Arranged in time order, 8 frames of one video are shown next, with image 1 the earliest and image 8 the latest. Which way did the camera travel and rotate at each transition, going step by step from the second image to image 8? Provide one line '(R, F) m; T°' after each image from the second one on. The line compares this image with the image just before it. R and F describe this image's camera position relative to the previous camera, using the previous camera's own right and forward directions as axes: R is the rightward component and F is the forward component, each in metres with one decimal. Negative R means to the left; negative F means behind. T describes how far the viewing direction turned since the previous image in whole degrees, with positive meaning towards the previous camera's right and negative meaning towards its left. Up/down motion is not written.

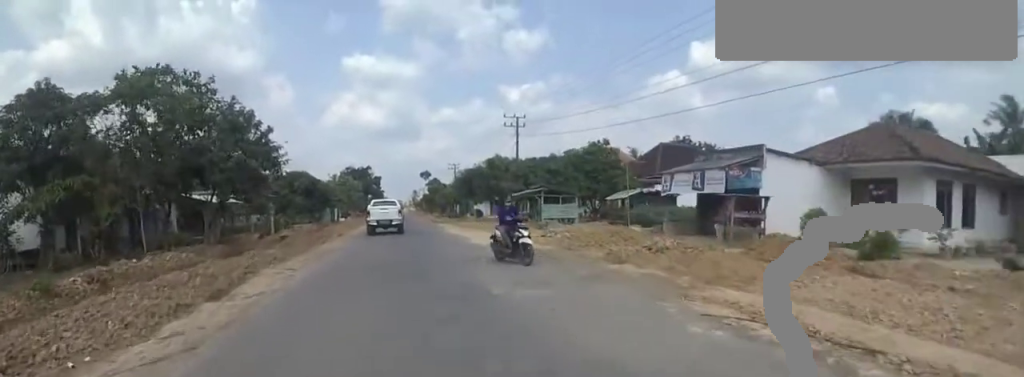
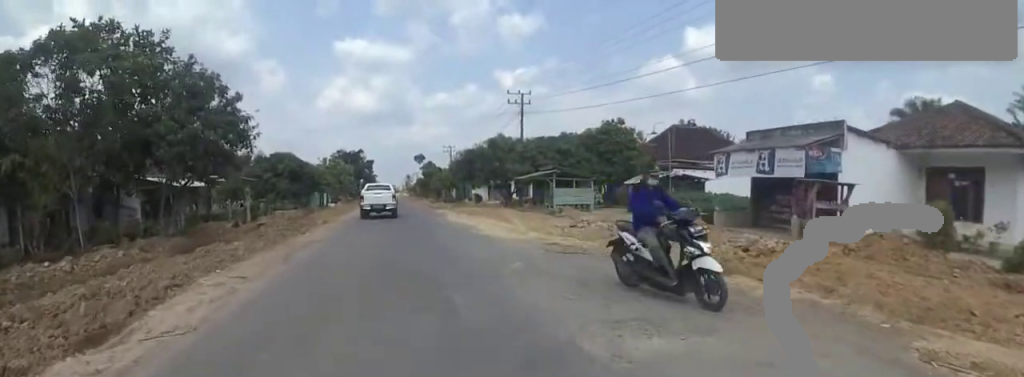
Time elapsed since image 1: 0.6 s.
(0.0, +3.8) m; 0°
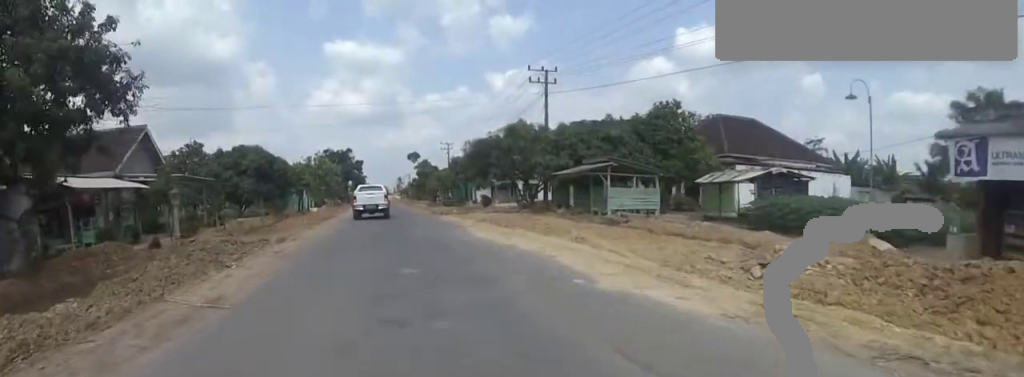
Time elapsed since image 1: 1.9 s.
(0.0, +9.1) m; 0°
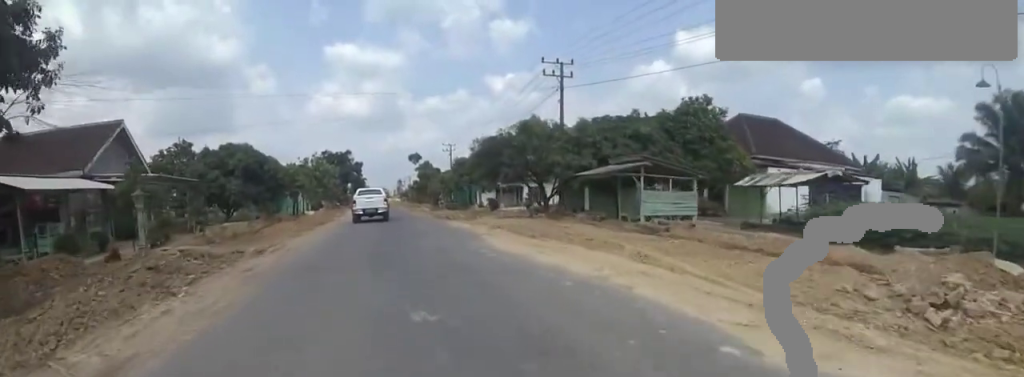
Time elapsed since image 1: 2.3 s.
(0.0, +3.0) m; 0°
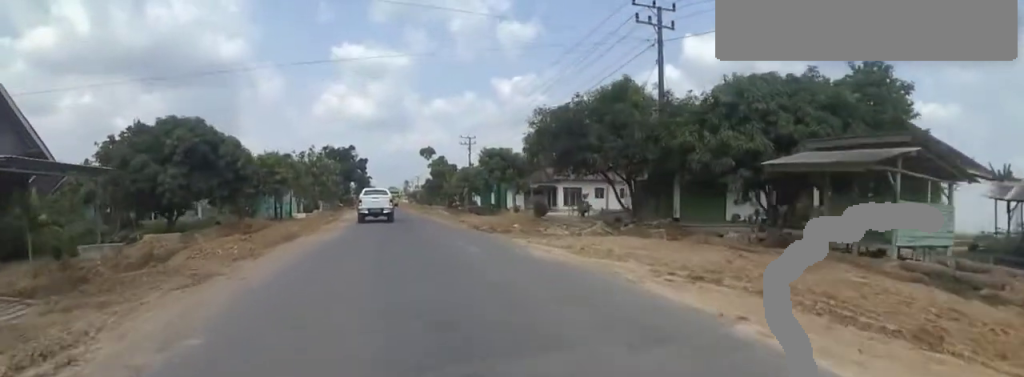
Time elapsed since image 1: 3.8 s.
(0.0, +10.7) m; 0°
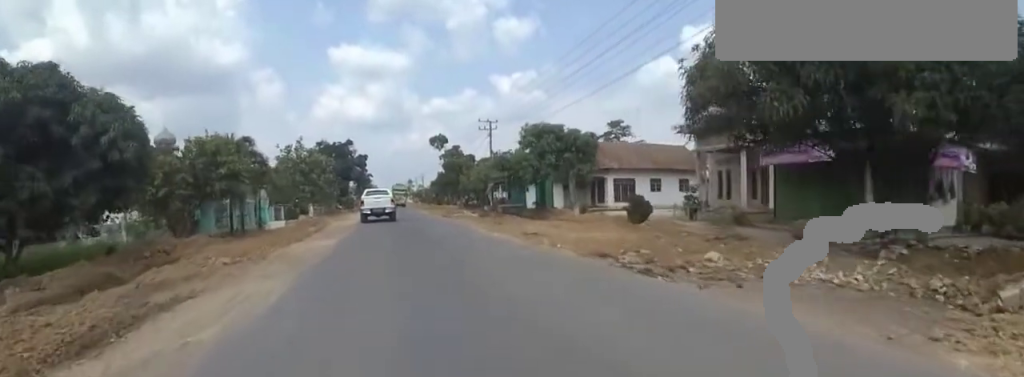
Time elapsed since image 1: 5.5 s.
(0.0, +11.8) m; 0°
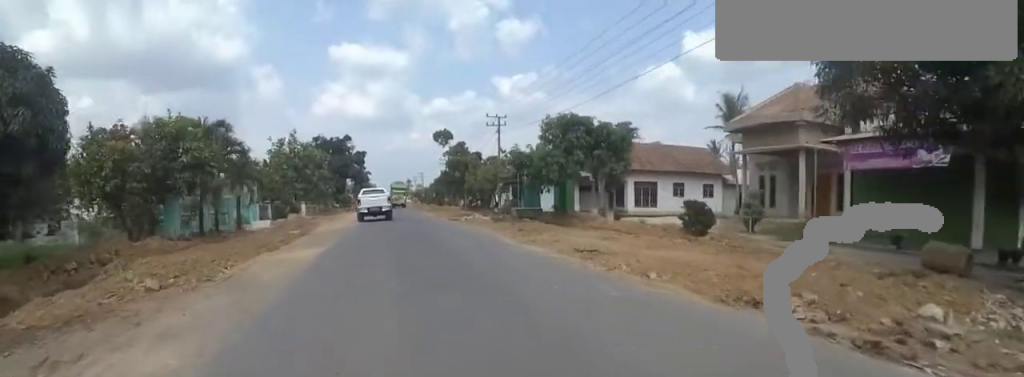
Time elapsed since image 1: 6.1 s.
(0.0, +4.0) m; 0°
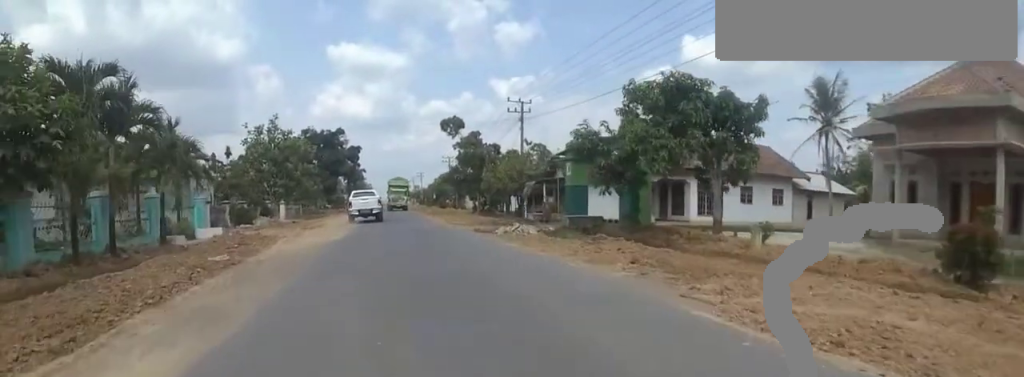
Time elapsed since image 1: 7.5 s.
(0.0, +9.1) m; 0°
